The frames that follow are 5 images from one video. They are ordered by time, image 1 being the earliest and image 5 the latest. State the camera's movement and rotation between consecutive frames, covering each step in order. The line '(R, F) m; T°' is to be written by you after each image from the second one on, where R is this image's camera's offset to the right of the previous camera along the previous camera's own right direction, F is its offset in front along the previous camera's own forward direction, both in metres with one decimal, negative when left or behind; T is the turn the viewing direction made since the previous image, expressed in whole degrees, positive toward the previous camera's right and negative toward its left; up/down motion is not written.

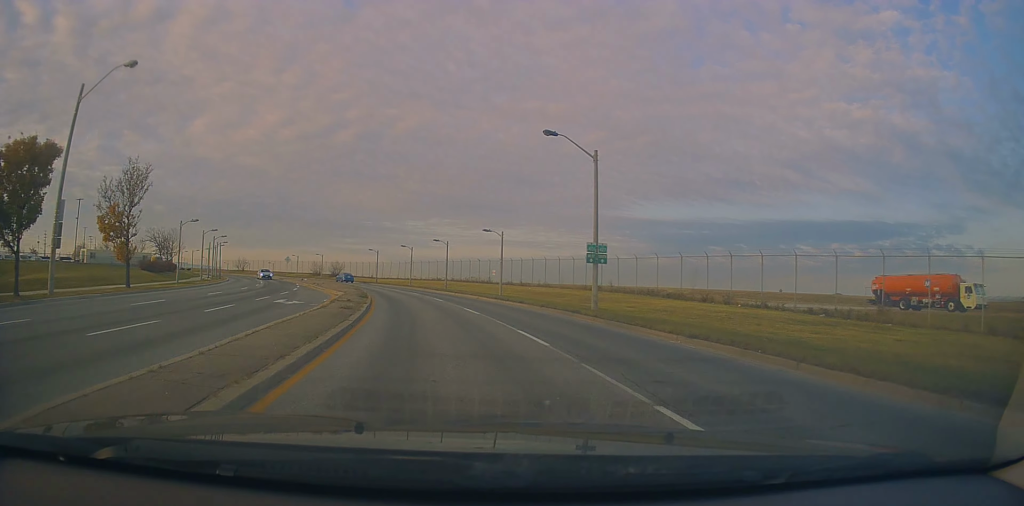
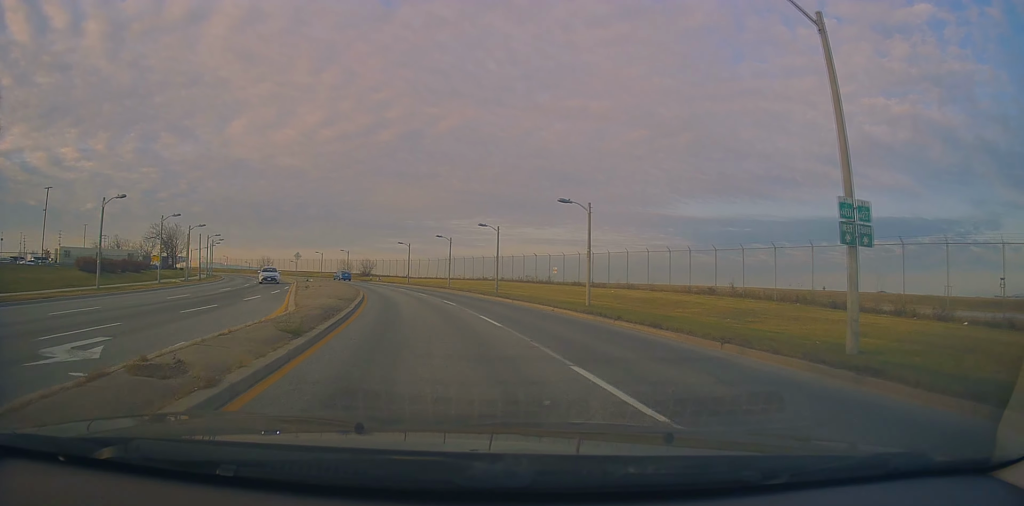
(-1.2, +15.6) m; -7°
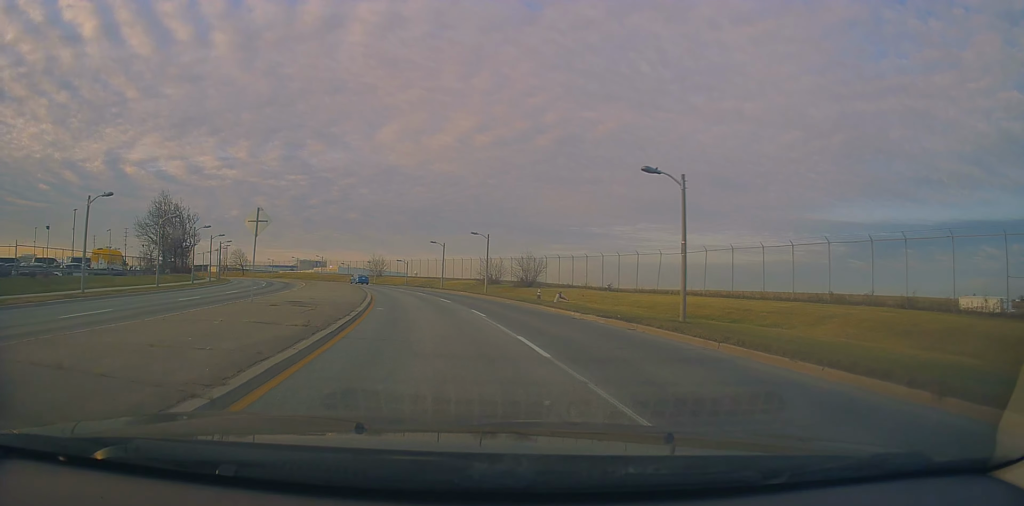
(-7.3, +49.1) m; -16°
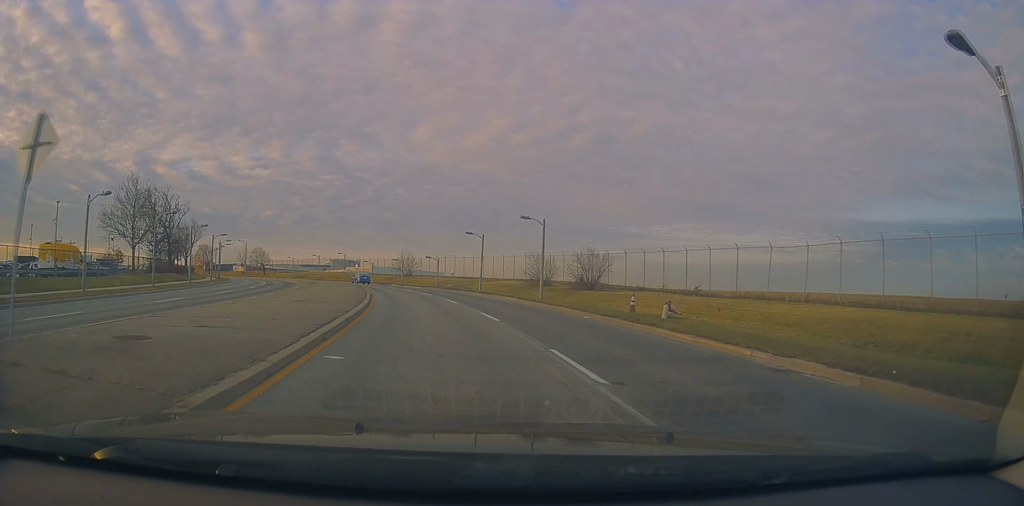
(-0.3, +11.8) m; -5°
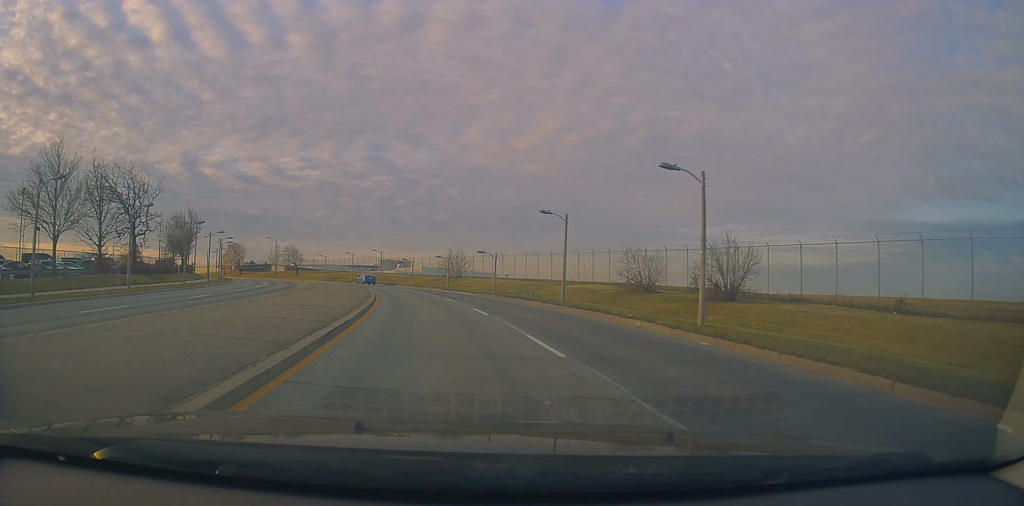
(-1.0, +16.1) m; -9°
